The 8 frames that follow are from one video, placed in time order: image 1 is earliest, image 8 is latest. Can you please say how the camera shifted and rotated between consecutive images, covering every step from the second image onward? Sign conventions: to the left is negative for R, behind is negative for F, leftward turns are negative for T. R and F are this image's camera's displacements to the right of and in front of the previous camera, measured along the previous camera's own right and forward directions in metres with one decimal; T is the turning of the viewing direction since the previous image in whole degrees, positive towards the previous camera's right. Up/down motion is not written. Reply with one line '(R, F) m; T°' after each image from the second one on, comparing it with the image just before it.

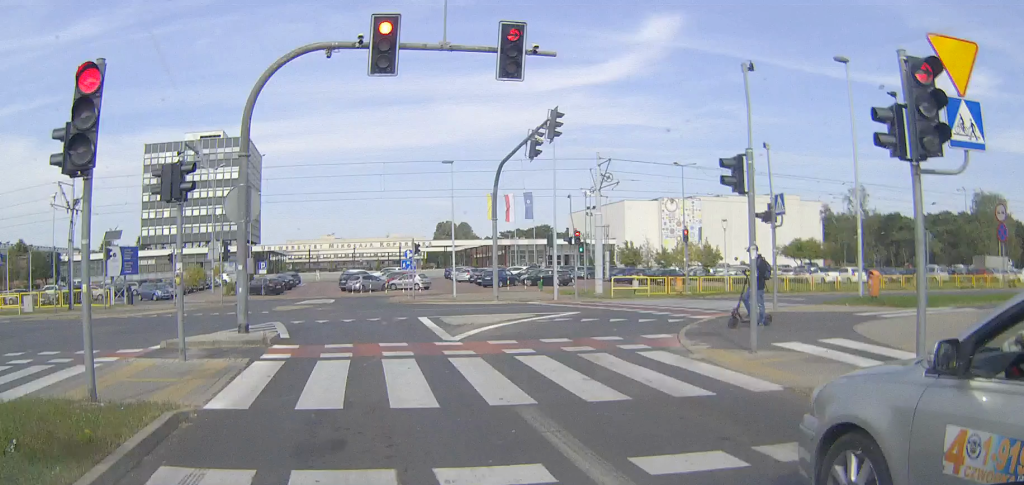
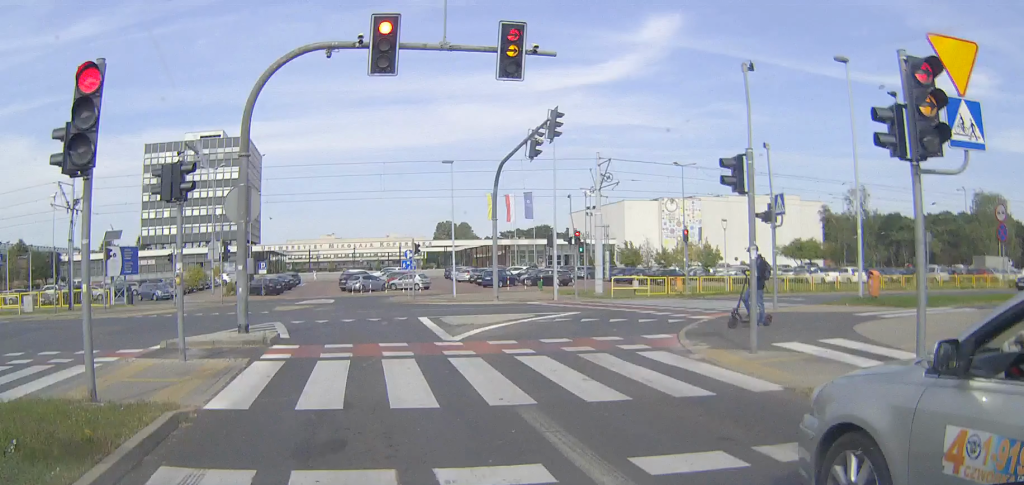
(0.0, 0.0) m; 0°
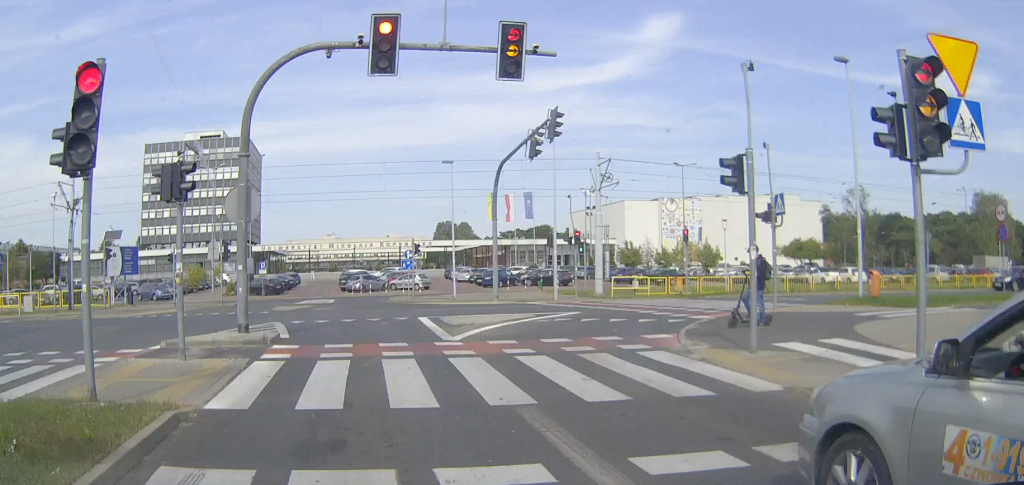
(0.0, 0.0) m; 0°
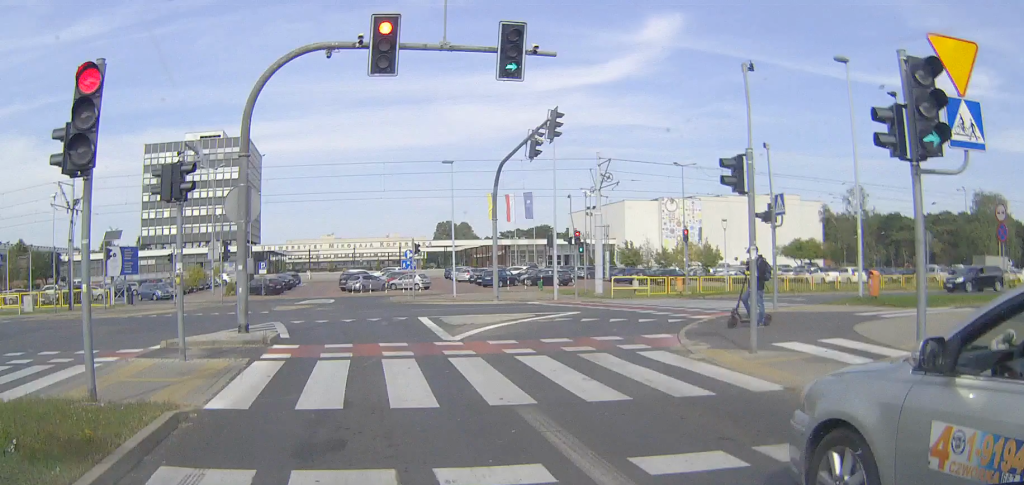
(0.0, 0.0) m; 0°
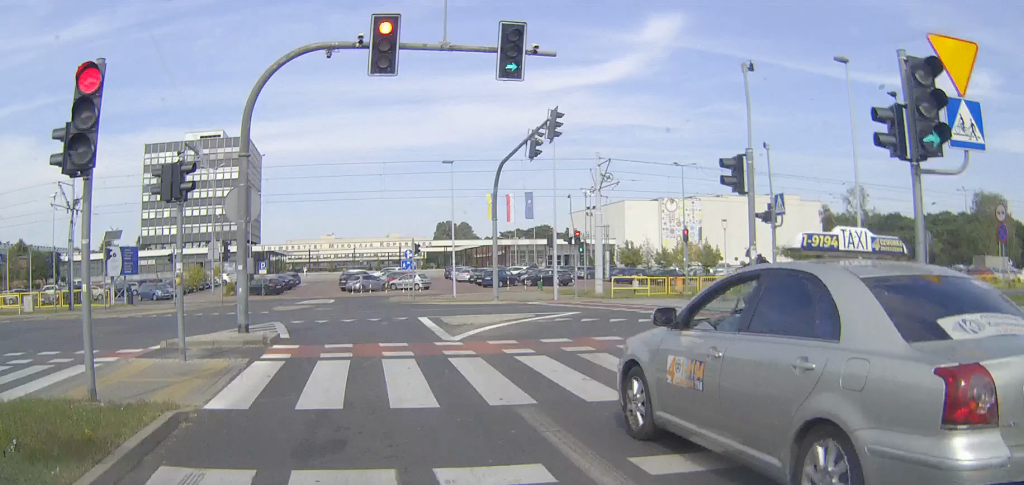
(0.0, 0.0) m; 0°
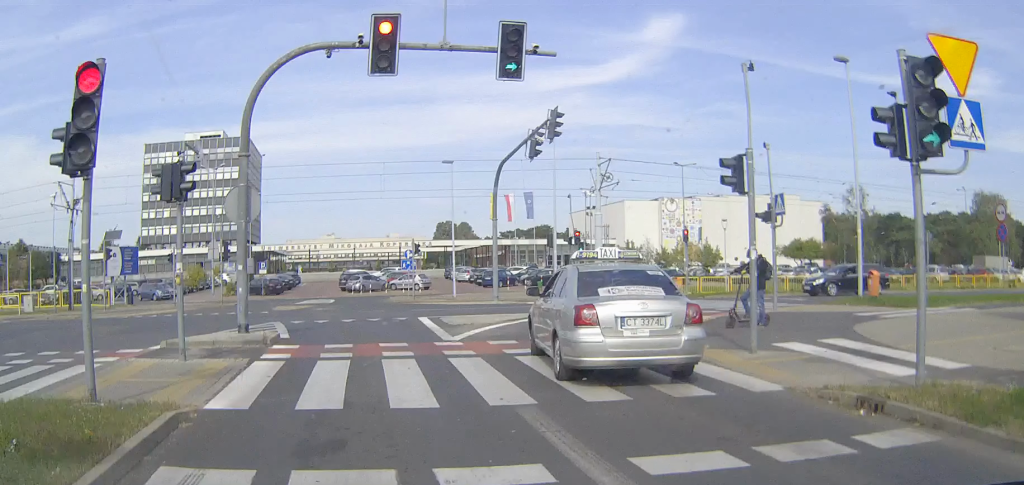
(0.0, 0.0) m; 0°
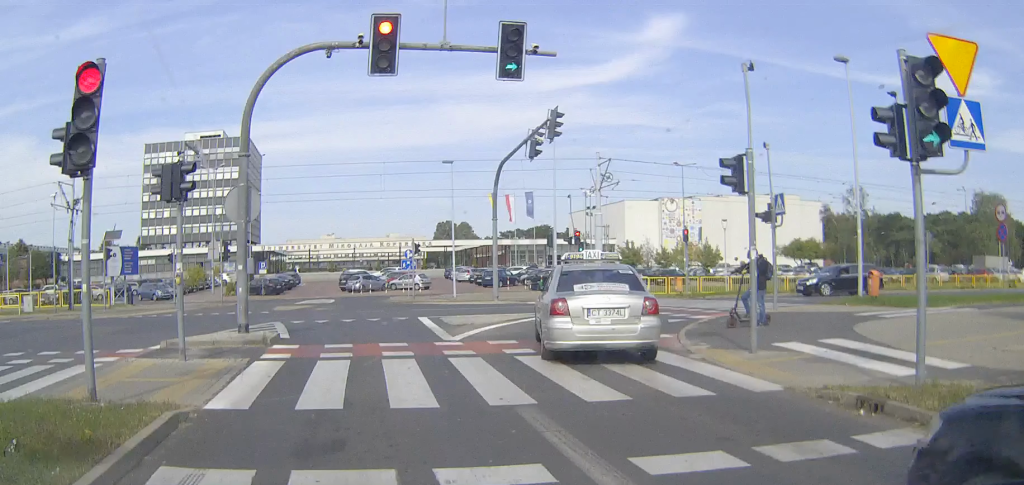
(0.0, 0.0) m; 0°
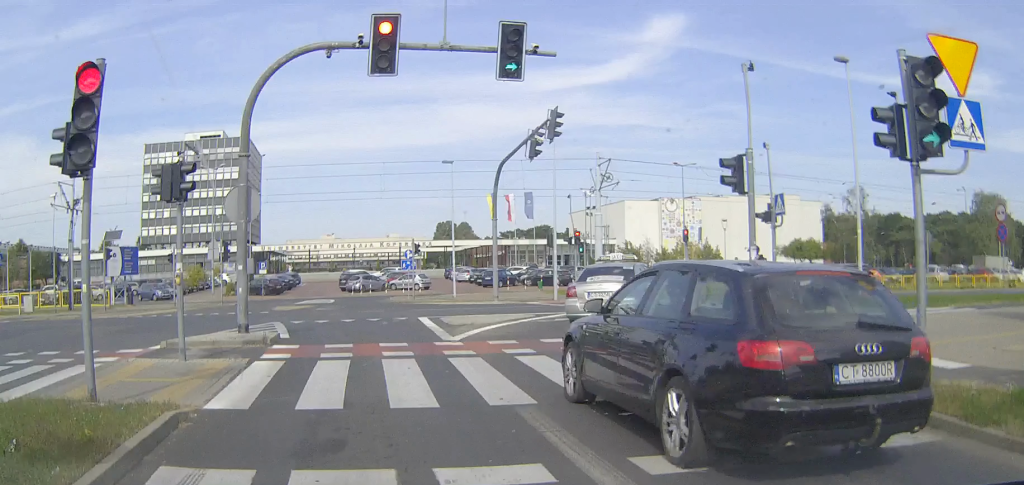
(0.0, 0.0) m; 0°
